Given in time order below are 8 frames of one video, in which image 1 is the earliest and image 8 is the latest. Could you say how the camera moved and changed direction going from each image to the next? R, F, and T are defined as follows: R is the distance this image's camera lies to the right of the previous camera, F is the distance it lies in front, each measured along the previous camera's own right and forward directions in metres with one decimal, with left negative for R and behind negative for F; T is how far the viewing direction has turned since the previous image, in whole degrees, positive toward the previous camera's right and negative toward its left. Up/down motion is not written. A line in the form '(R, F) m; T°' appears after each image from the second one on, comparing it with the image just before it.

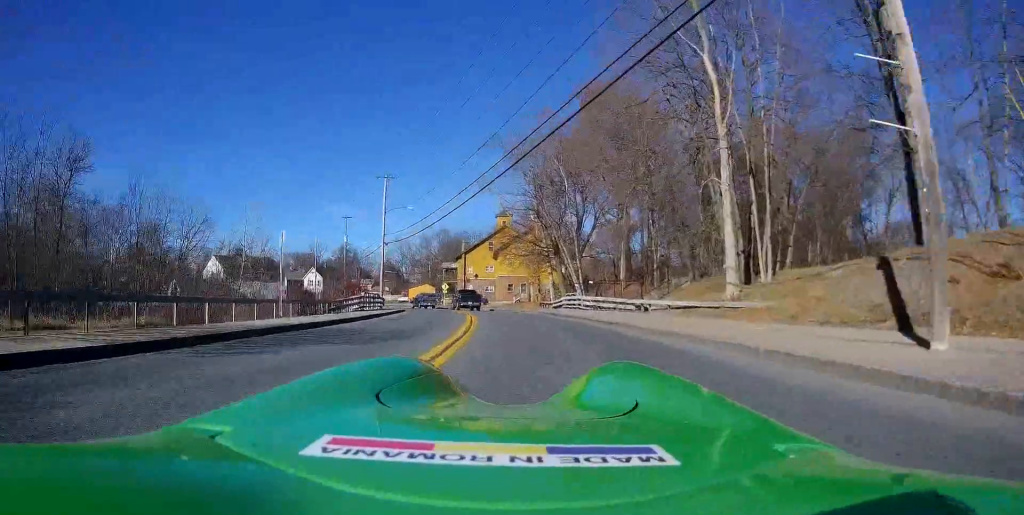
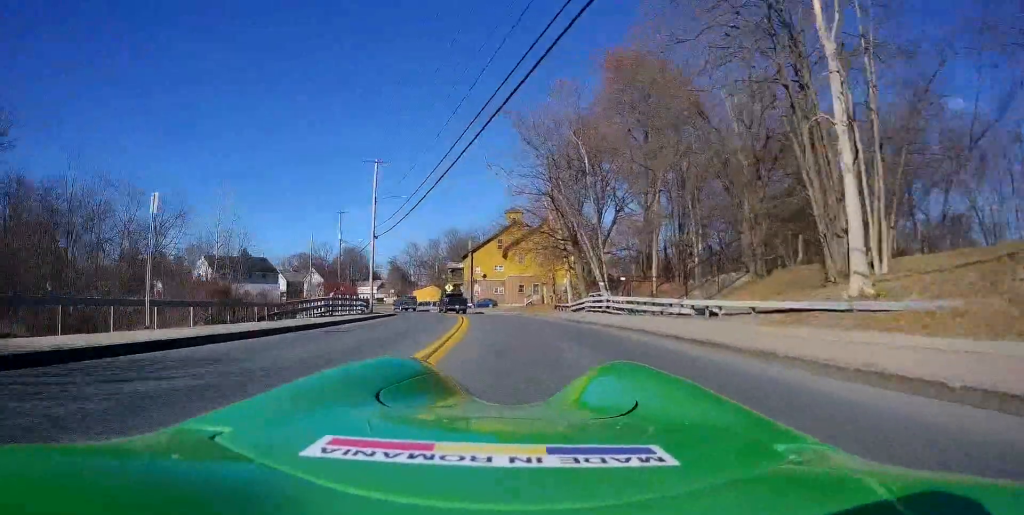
(-0.2, +7.9) m; 0°
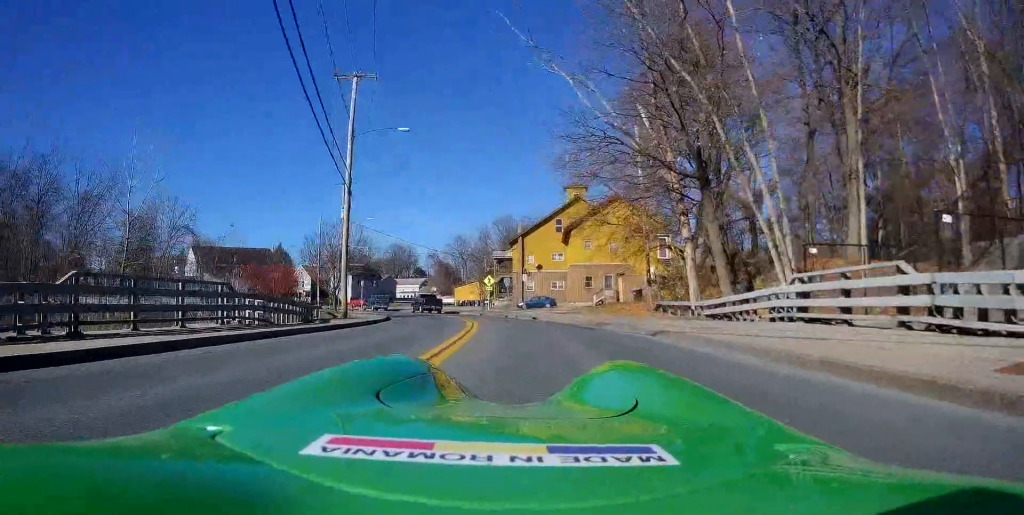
(+0.3, +21.0) m; -2°
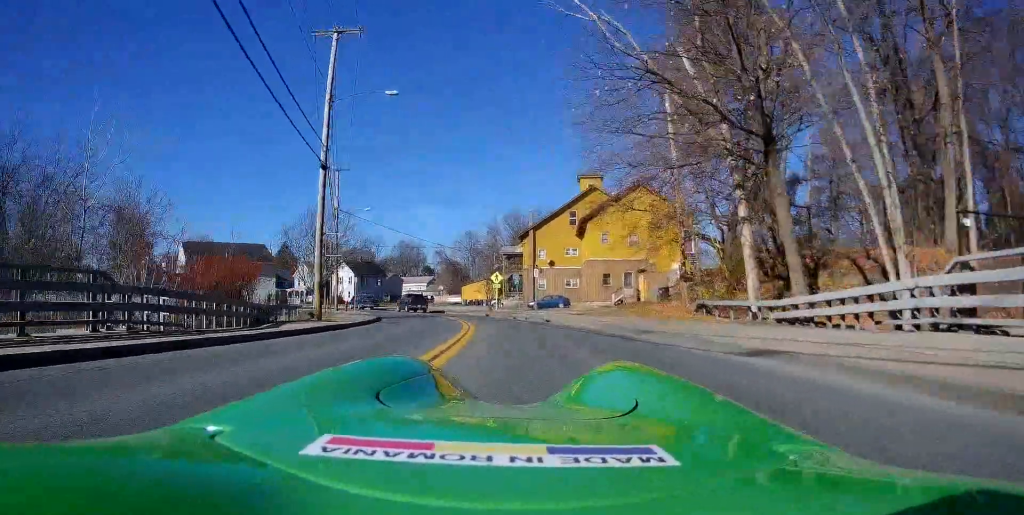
(0.0, +5.4) m; -3°
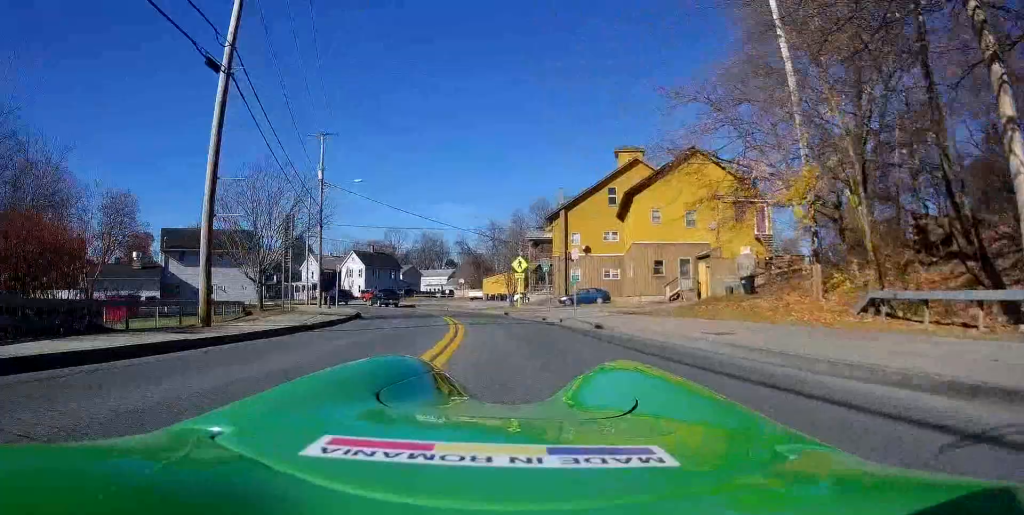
(-0.7, +11.4) m; -4°
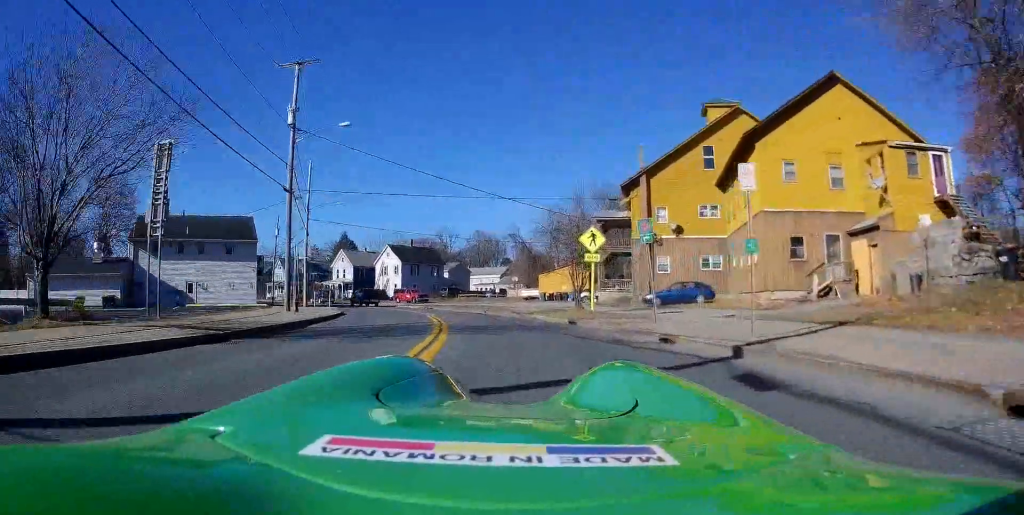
(0.0, +15.0) m; -3°
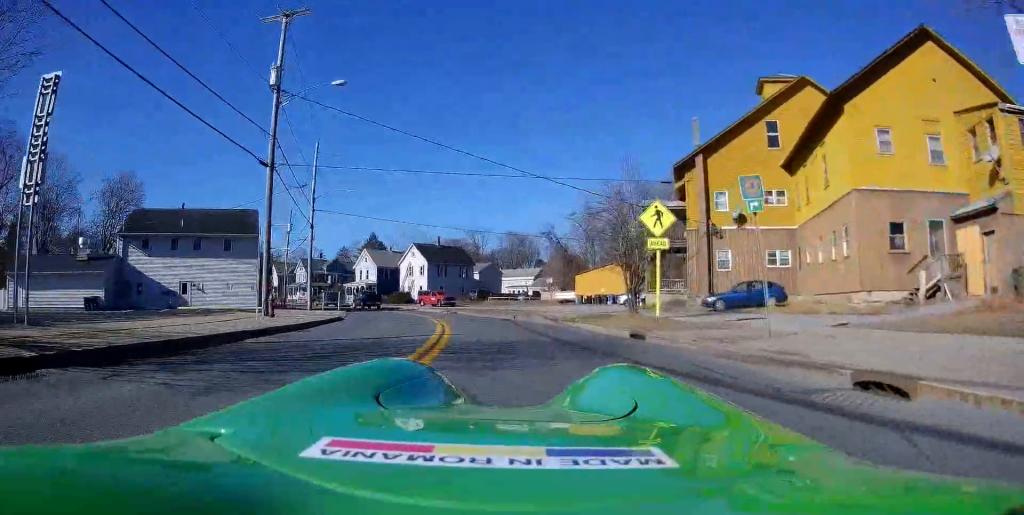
(+0.4, +6.4) m; -5°
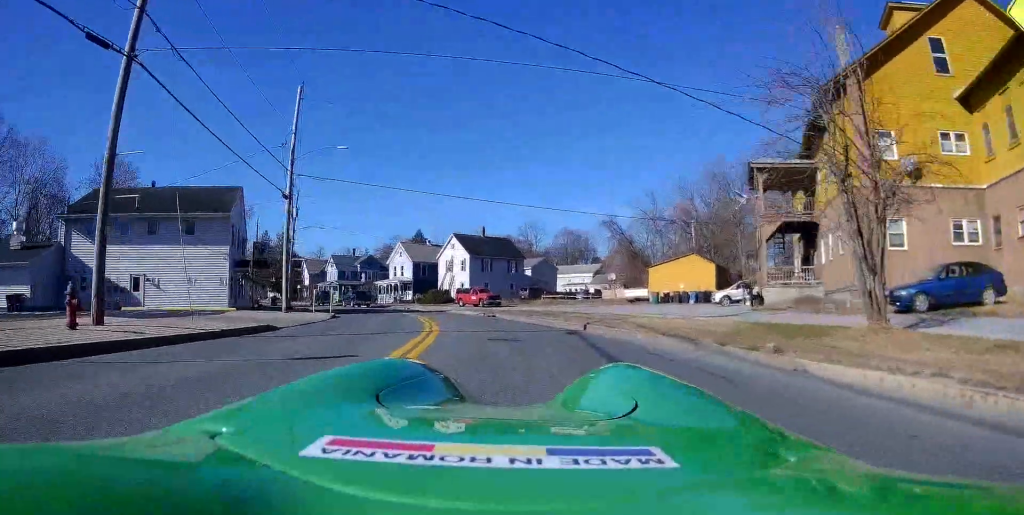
(-1.9, +13.0) m; -7°
